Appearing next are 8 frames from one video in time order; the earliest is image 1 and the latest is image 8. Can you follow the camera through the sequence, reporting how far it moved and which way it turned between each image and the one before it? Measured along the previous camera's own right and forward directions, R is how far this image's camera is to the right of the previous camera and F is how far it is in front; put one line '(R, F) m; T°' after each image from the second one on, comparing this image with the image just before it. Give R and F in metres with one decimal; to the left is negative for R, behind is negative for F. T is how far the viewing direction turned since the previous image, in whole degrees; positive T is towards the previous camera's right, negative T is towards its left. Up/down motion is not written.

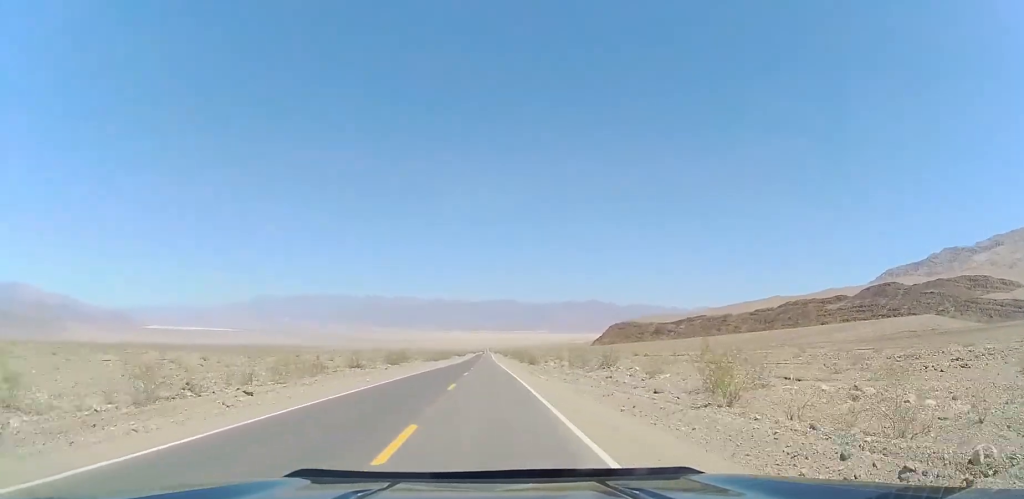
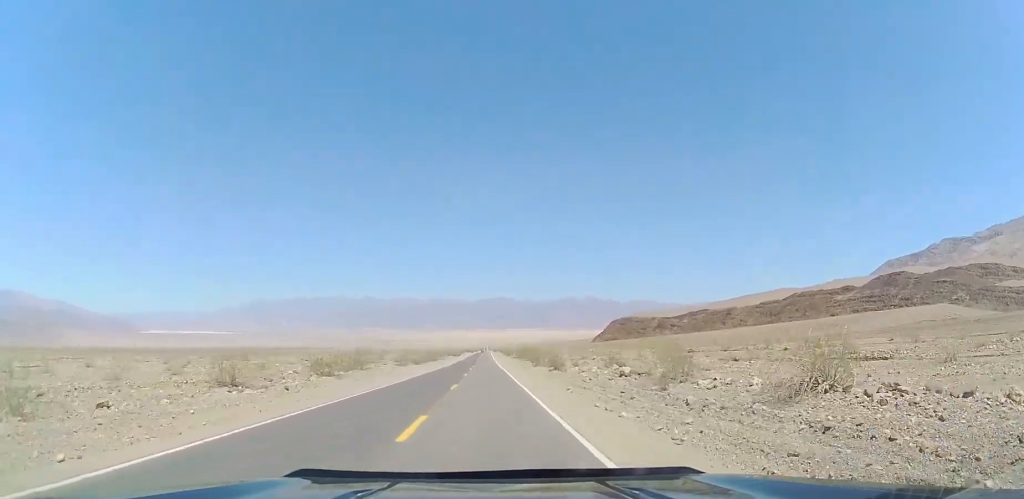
(+0.1, +26.8) m; +1°
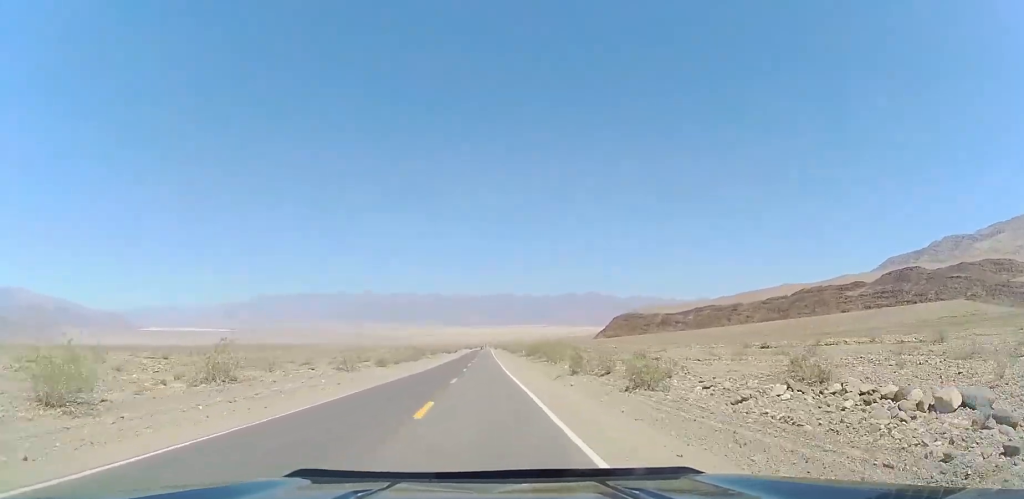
(+0.2, +25.9) m; +1°
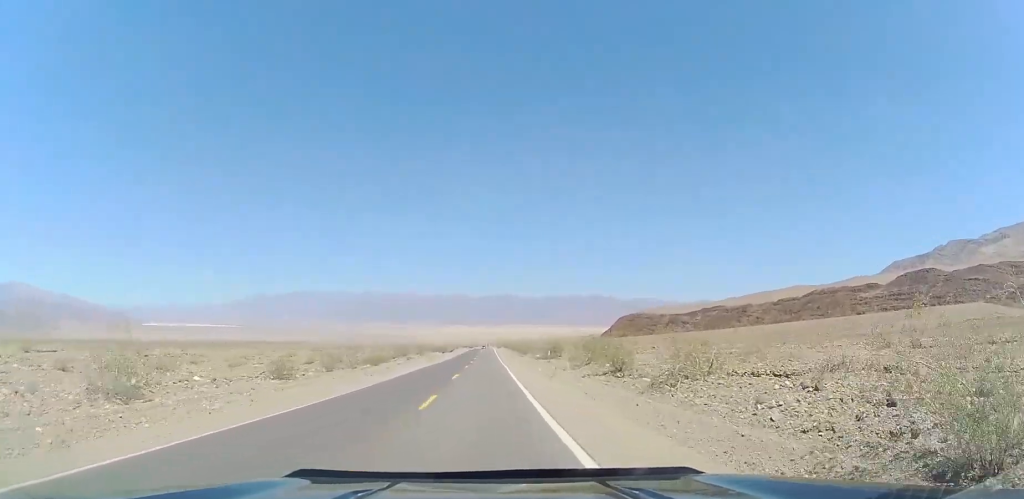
(0.0, +27.0) m; -1°
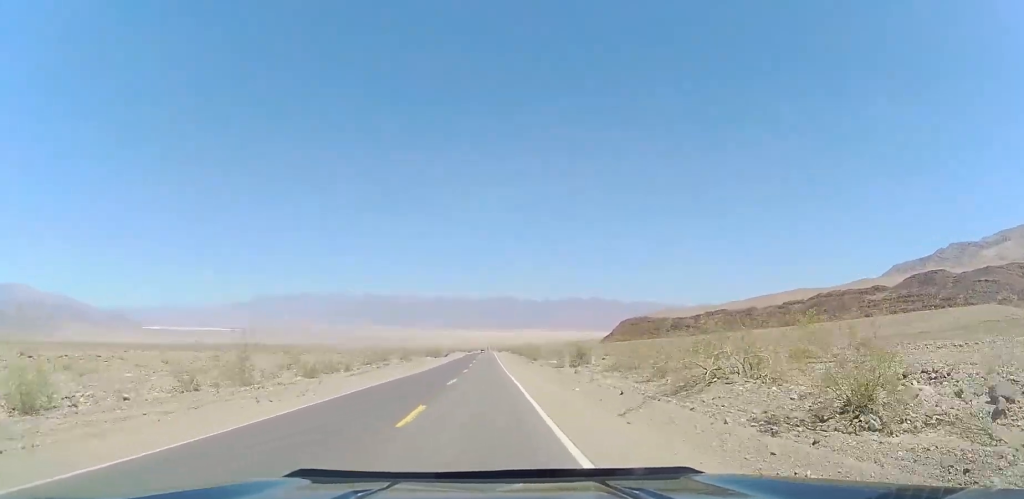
(-0.1, +17.5) m; -1°
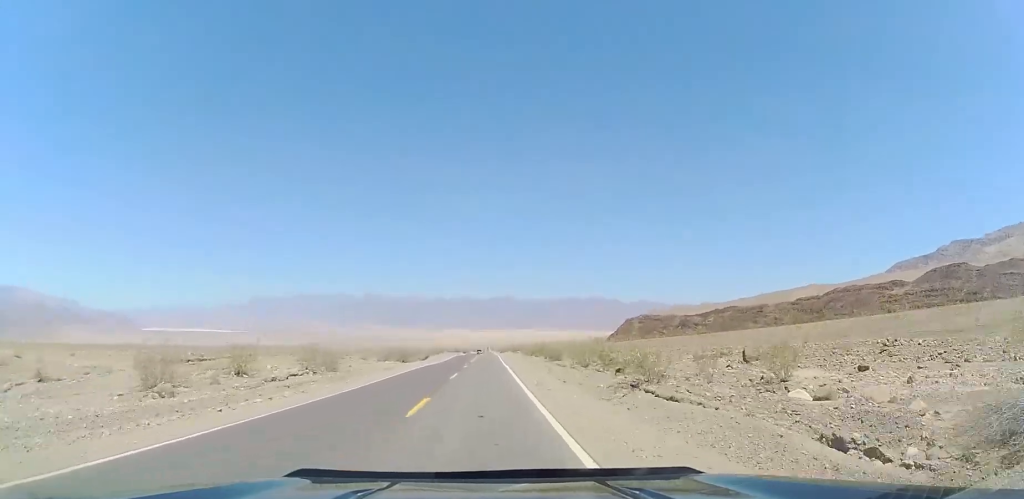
(-0.5, +42.3) m; 0°
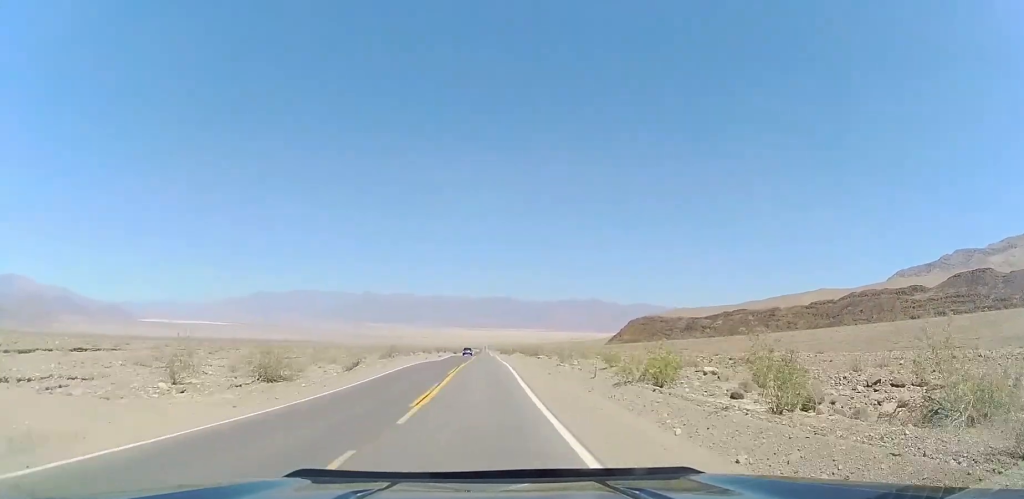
(+0.4, +45.6) m; +1°
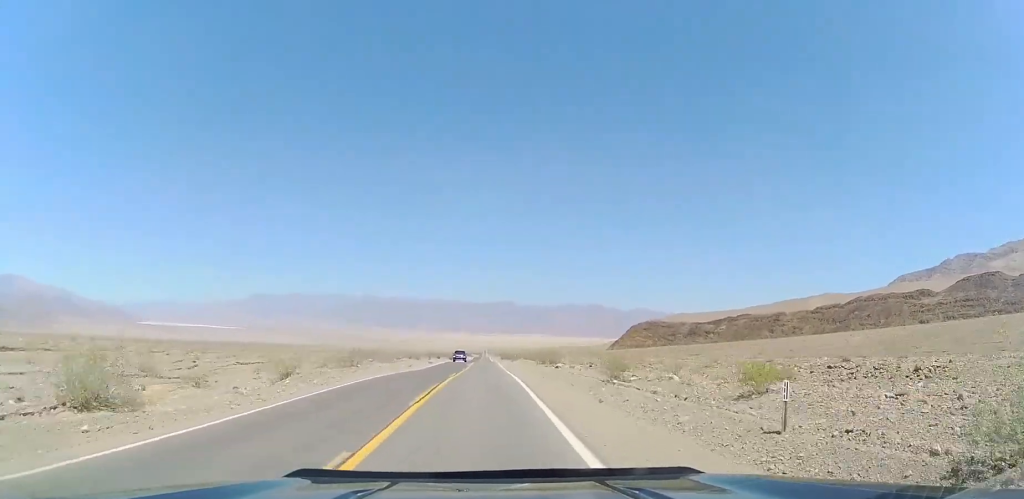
(0.0, +14.9) m; 0°
